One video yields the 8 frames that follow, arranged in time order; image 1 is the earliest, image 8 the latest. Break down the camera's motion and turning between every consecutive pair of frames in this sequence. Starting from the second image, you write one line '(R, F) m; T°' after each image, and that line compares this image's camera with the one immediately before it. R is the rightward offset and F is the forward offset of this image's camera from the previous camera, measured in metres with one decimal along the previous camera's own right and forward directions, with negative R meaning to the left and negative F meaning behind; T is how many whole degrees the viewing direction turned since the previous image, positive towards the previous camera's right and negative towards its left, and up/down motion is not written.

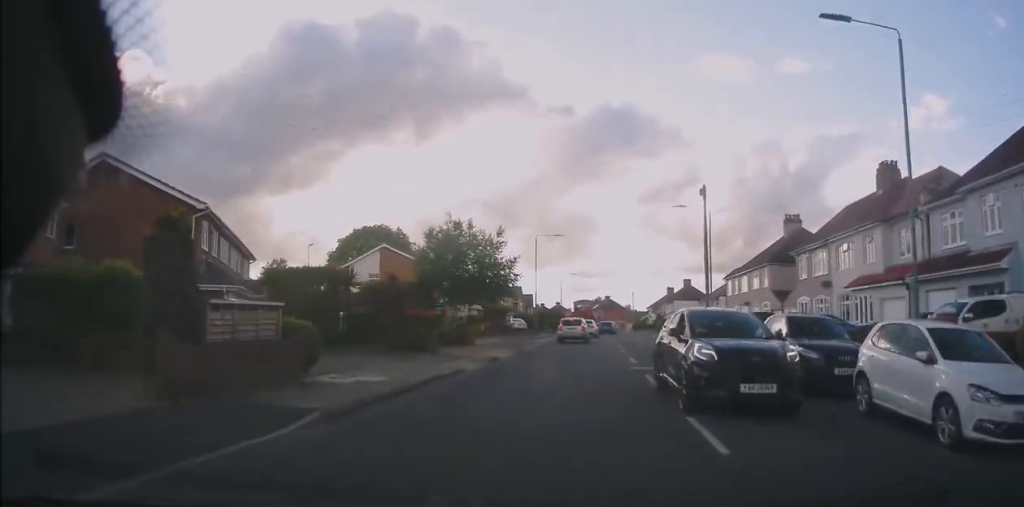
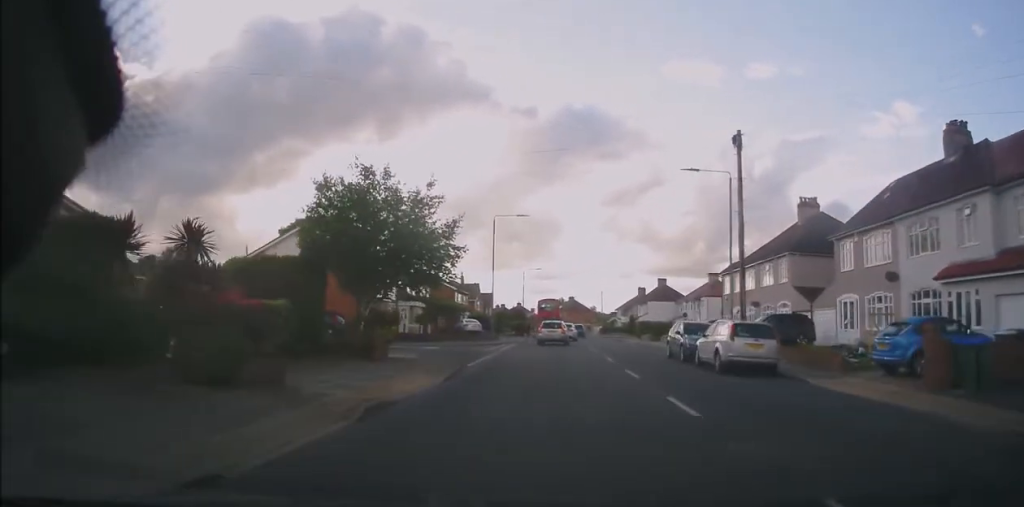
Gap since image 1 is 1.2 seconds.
(+0.1, +10.5) m; +2°
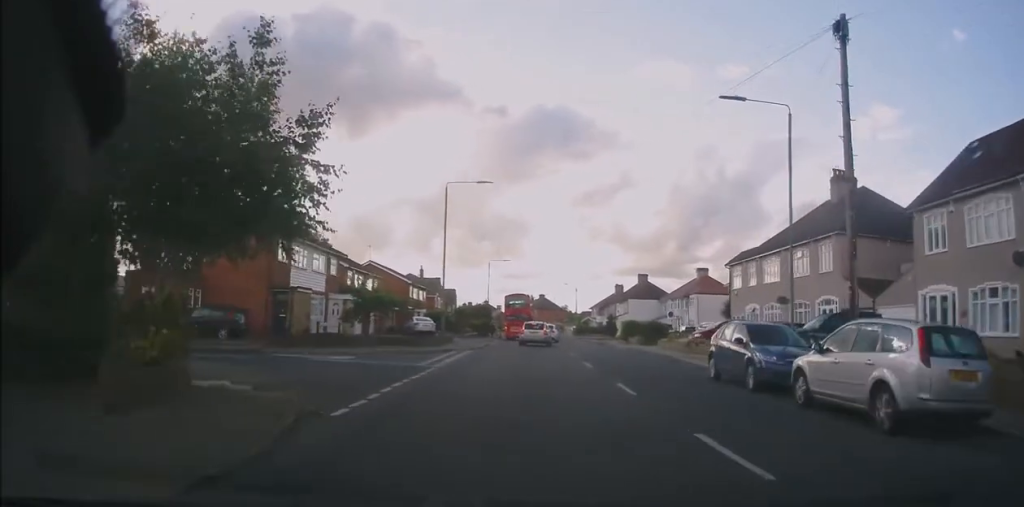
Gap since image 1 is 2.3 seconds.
(+0.1, +9.8) m; +3°
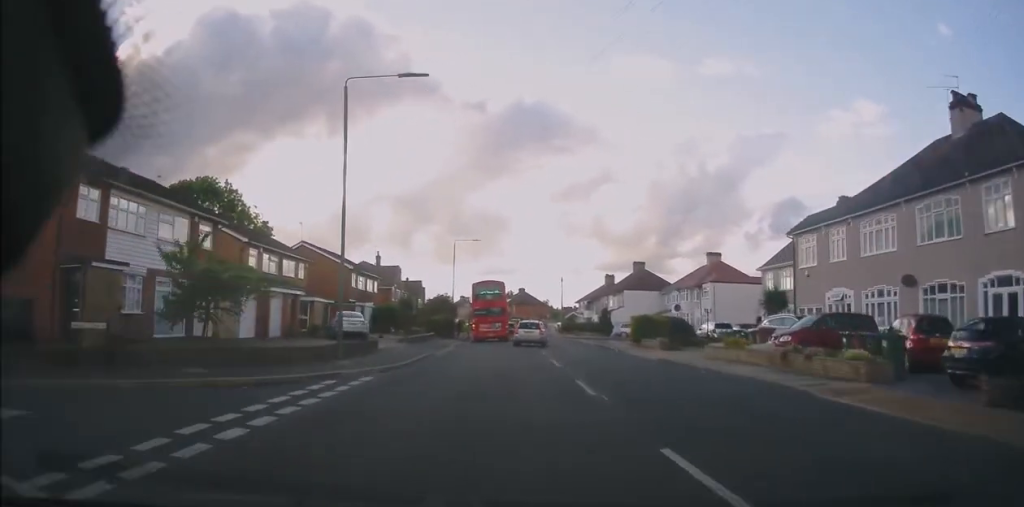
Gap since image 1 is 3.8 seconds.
(+0.5, +13.9) m; +3°
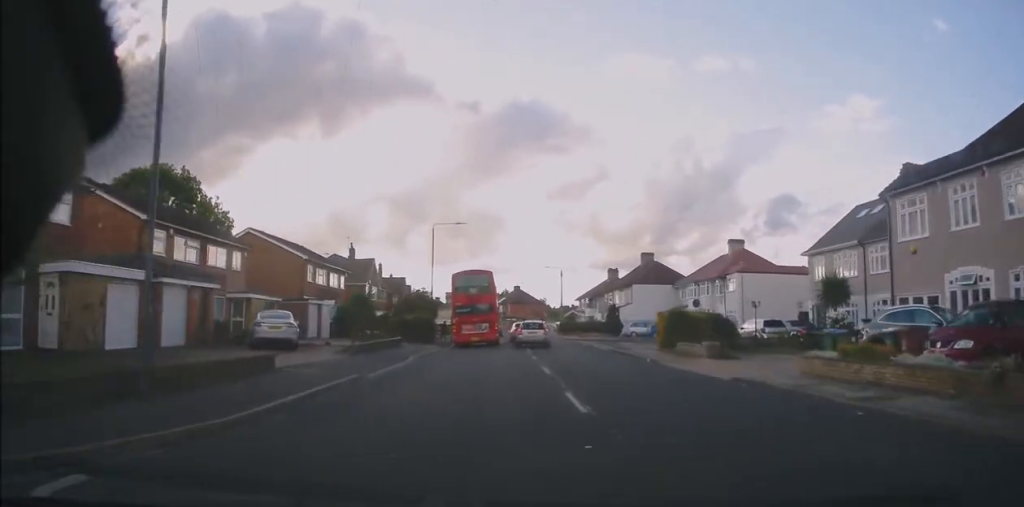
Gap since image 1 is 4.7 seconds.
(0.0, +9.0) m; -1°
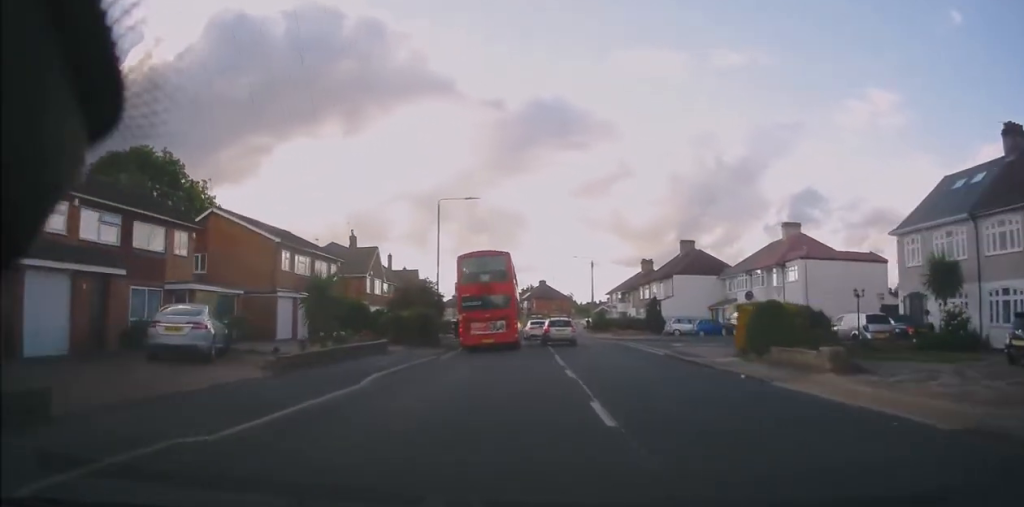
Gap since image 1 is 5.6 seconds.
(-0.1, +7.8) m; -3°
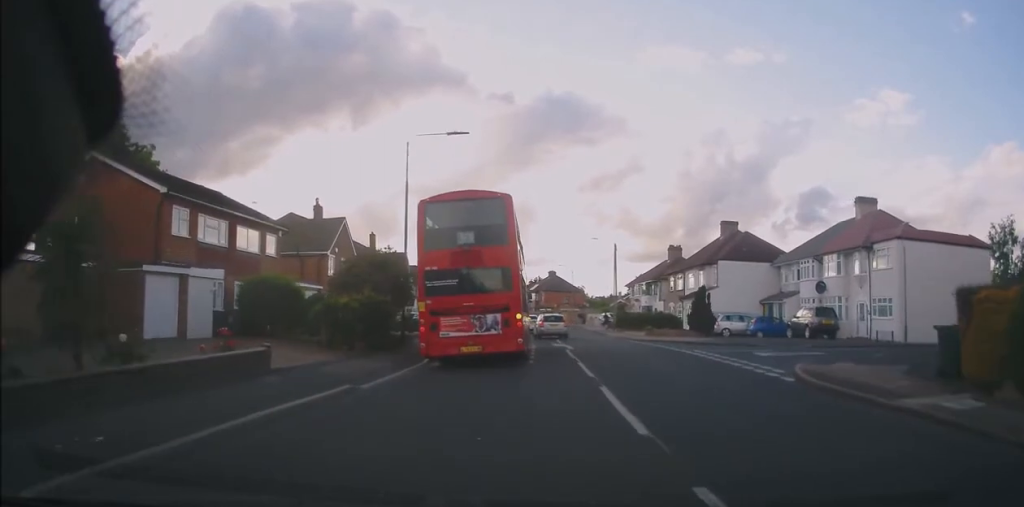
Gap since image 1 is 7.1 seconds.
(-0.3, +11.1) m; -1°
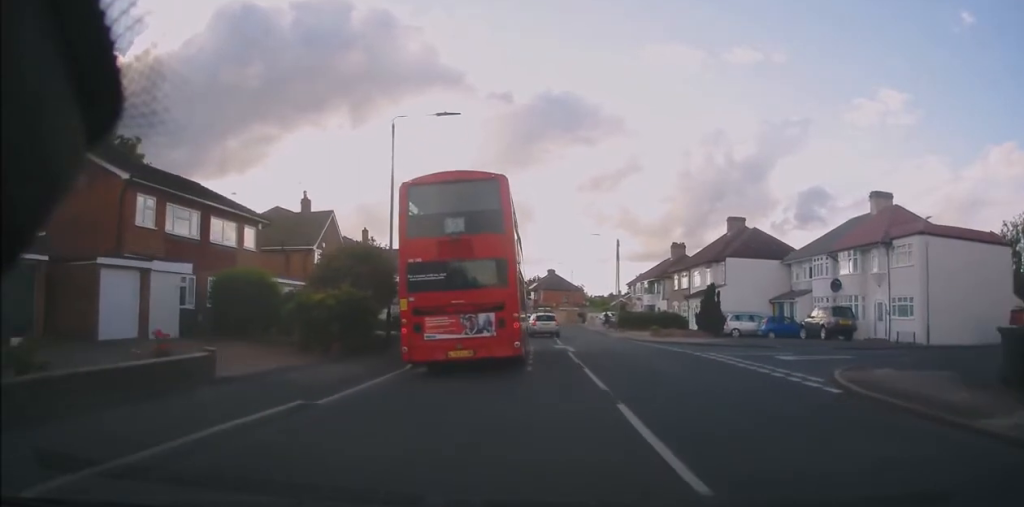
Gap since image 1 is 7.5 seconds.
(0.0, +2.4) m; 0°
